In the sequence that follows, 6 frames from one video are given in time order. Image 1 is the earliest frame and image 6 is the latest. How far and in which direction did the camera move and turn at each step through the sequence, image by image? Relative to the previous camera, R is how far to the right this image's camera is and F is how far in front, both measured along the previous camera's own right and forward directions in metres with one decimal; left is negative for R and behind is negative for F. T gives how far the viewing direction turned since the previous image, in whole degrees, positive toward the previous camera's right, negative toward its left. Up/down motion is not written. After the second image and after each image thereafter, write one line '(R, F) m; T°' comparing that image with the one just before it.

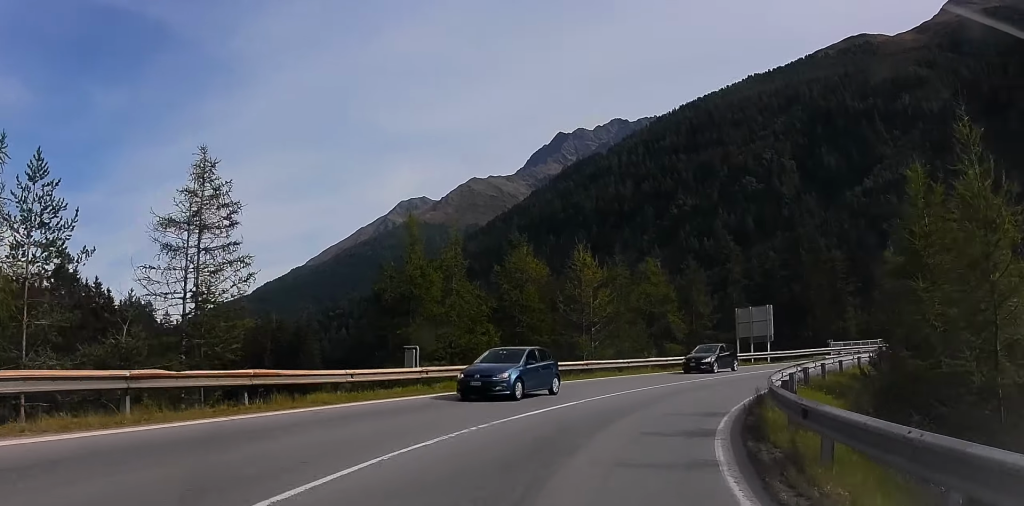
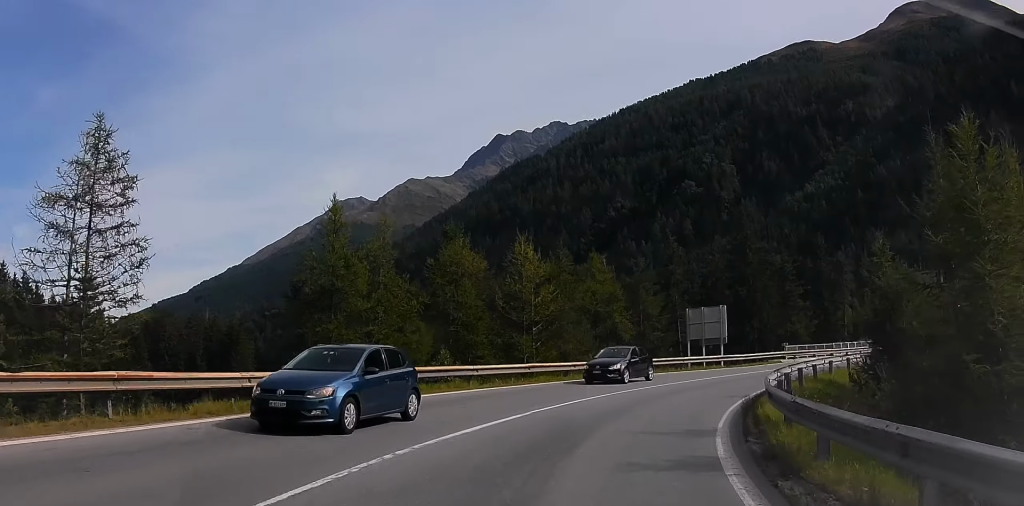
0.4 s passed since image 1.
(+0.2, +3.4) m; +7°
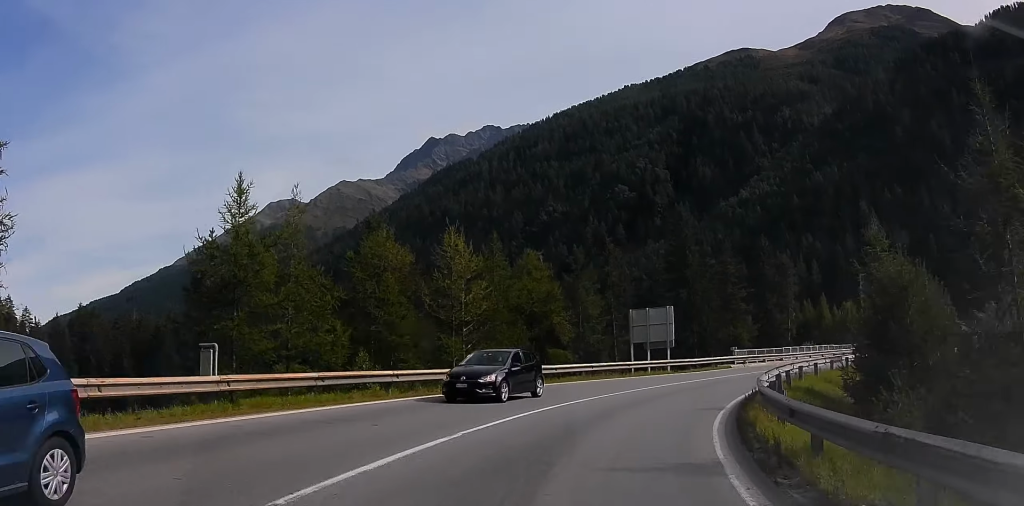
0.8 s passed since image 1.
(0.0, +3.6) m; +11°
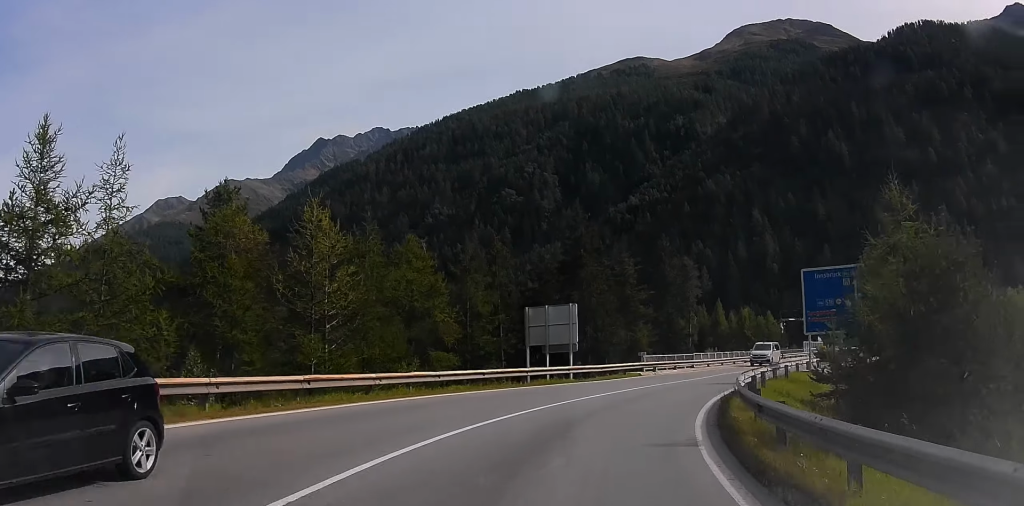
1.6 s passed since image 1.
(+0.9, +5.8) m; +16°
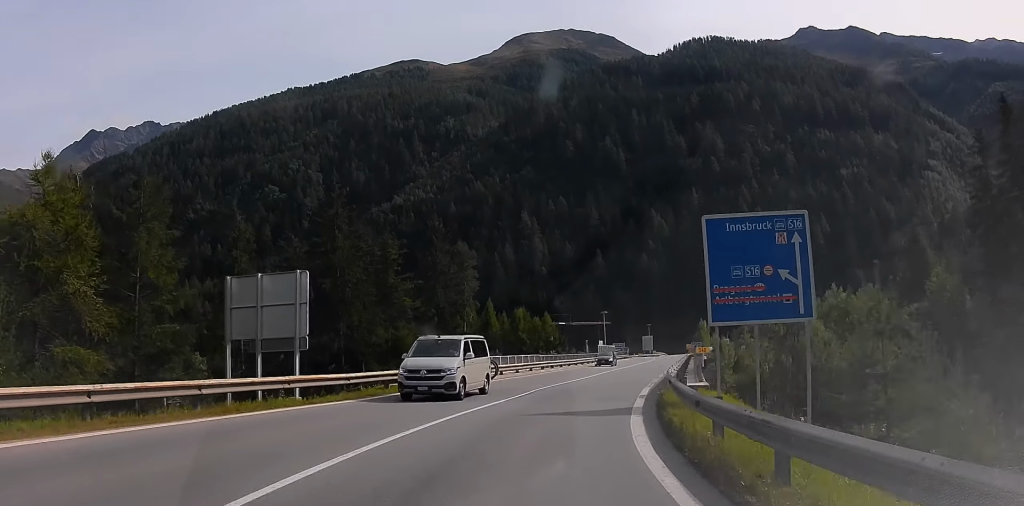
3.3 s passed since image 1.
(+3.3, +14.9) m; +12°
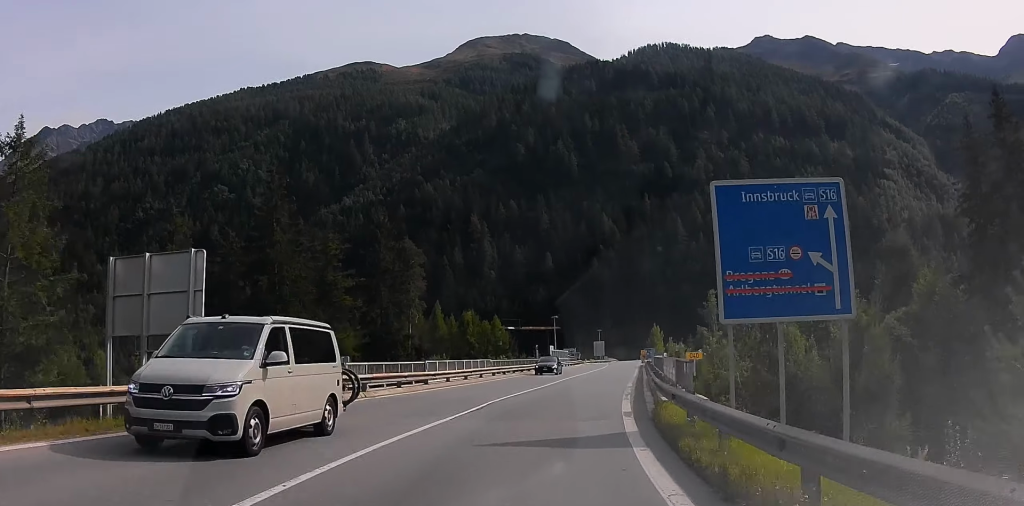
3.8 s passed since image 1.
(0.0, +4.9) m; 0°
